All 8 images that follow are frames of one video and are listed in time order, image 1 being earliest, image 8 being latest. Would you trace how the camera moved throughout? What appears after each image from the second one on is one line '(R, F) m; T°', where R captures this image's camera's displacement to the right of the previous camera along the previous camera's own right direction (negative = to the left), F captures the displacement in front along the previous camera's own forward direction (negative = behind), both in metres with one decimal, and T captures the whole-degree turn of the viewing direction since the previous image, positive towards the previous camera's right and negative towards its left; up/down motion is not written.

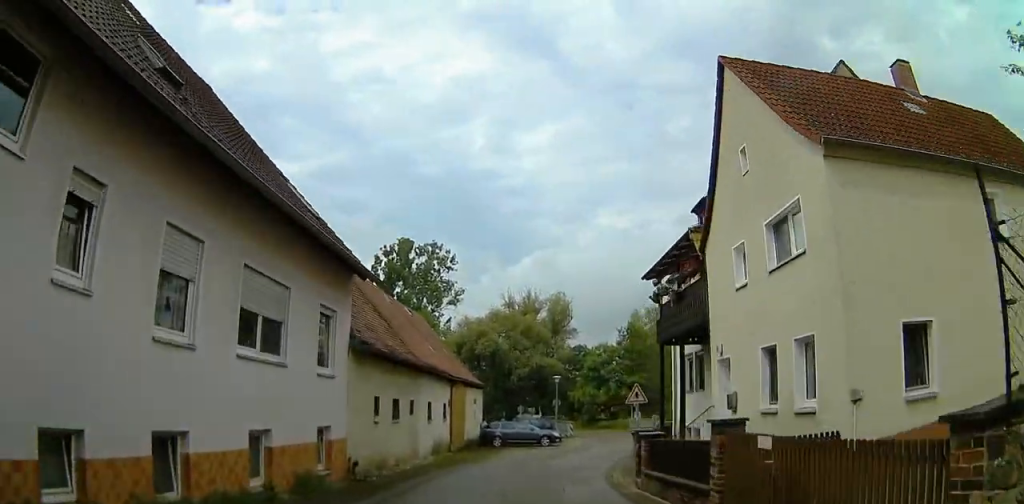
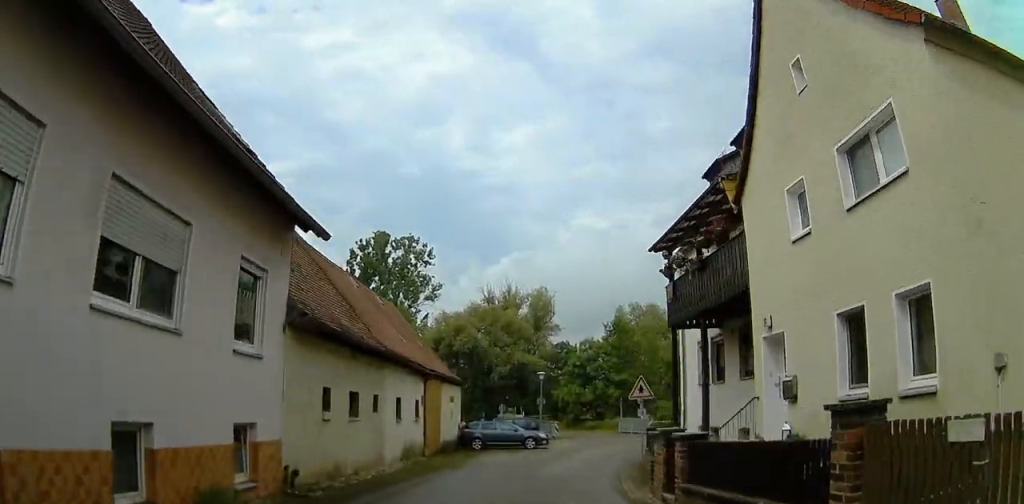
(0.0, +3.5) m; -4°
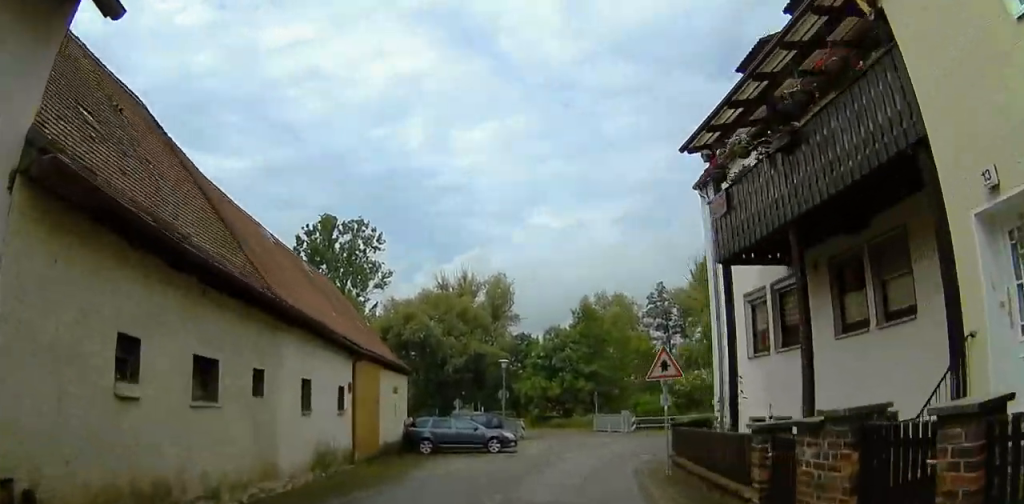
(-0.4, +6.7) m; 0°
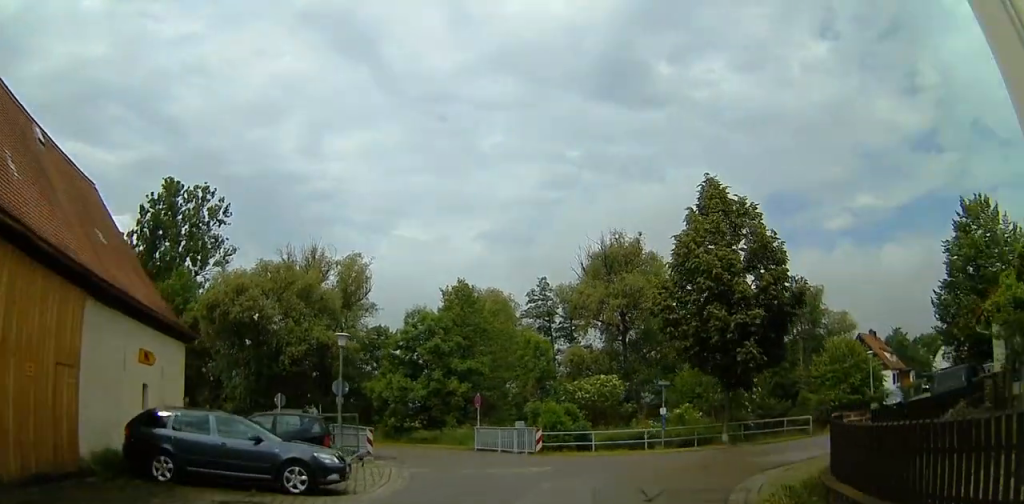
(+2.7, +12.0) m; +29°
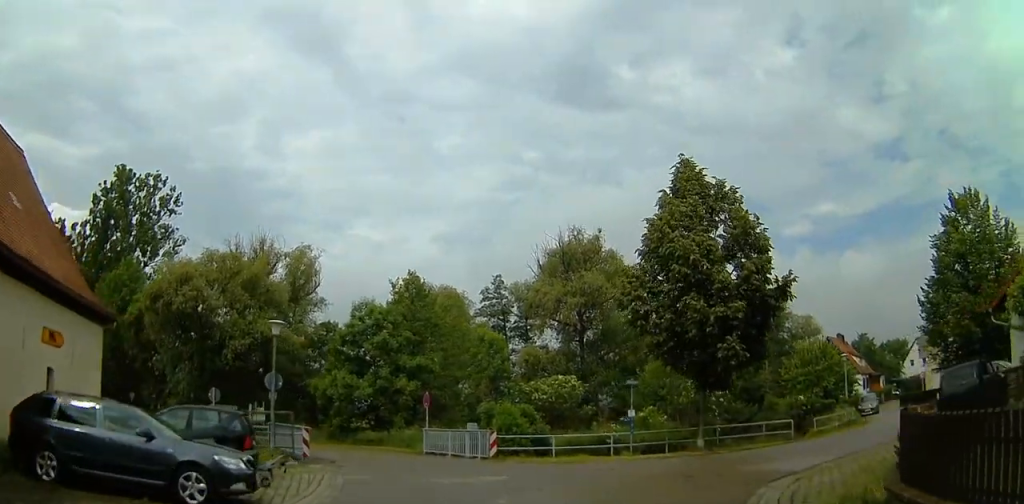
(+0.2, +2.5) m; +4°
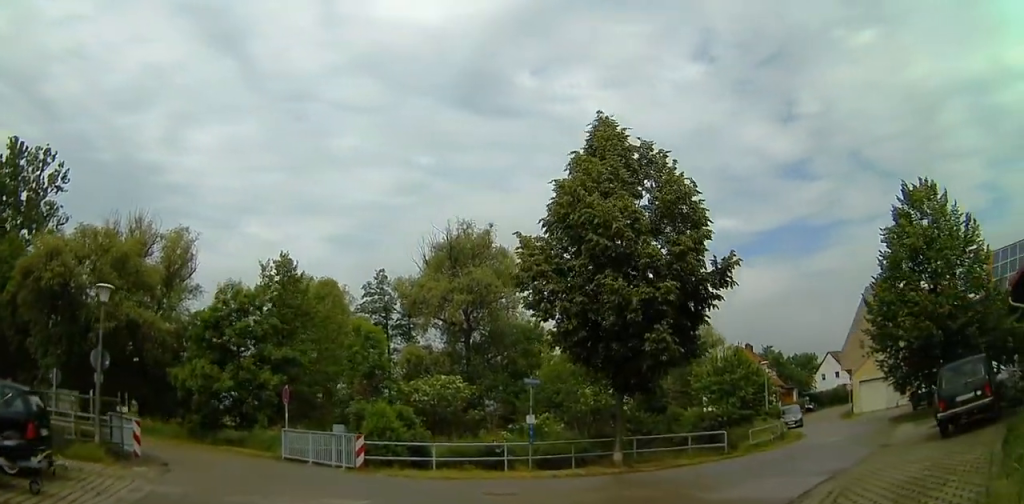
(+0.3, +4.8) m; +3°
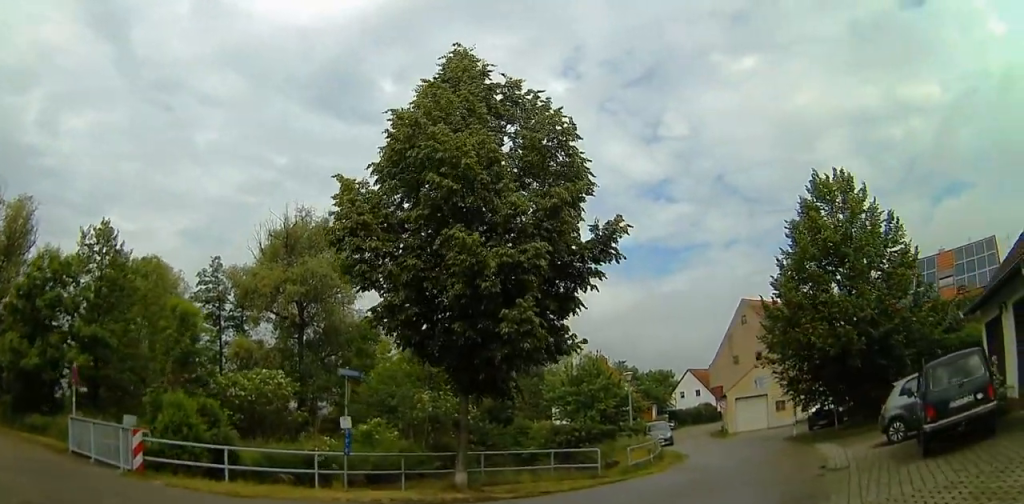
(+0.1, +5.8) m; +7°
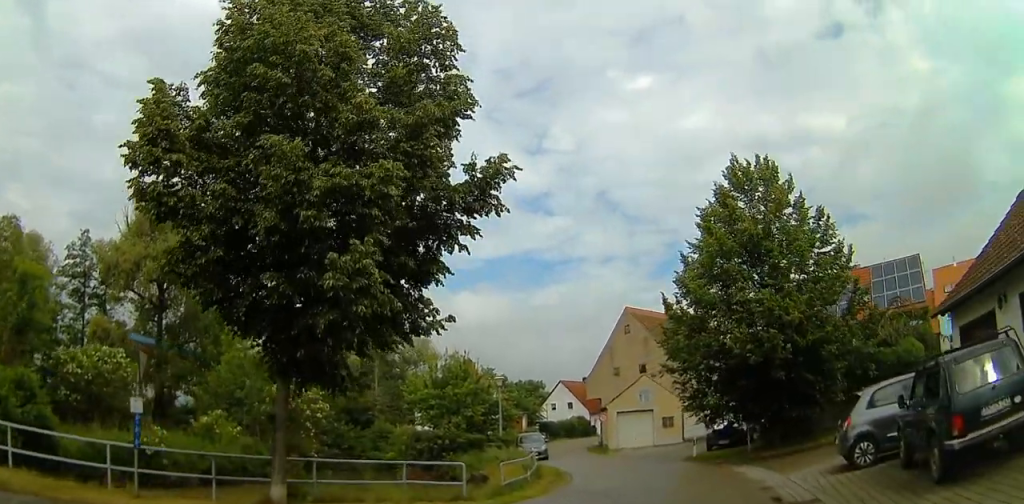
(+0.5, +3.8) m; +19°
